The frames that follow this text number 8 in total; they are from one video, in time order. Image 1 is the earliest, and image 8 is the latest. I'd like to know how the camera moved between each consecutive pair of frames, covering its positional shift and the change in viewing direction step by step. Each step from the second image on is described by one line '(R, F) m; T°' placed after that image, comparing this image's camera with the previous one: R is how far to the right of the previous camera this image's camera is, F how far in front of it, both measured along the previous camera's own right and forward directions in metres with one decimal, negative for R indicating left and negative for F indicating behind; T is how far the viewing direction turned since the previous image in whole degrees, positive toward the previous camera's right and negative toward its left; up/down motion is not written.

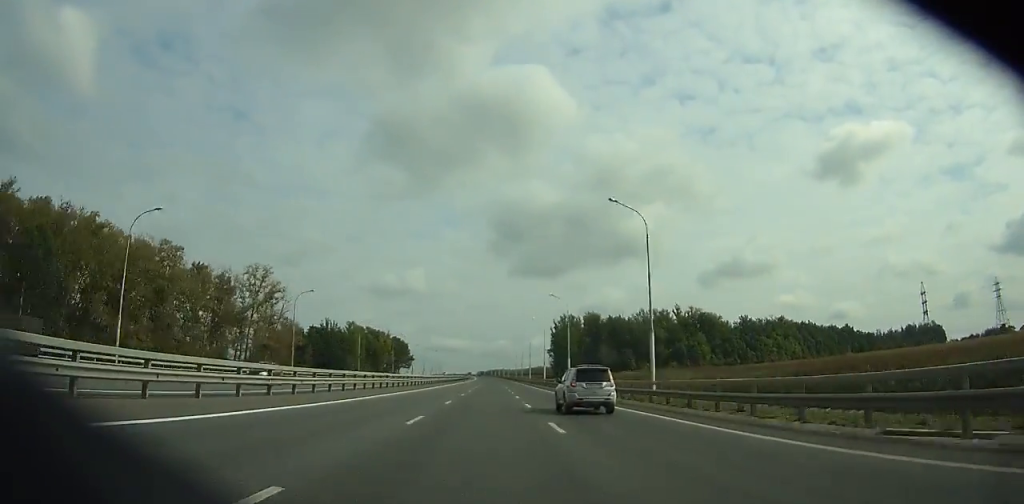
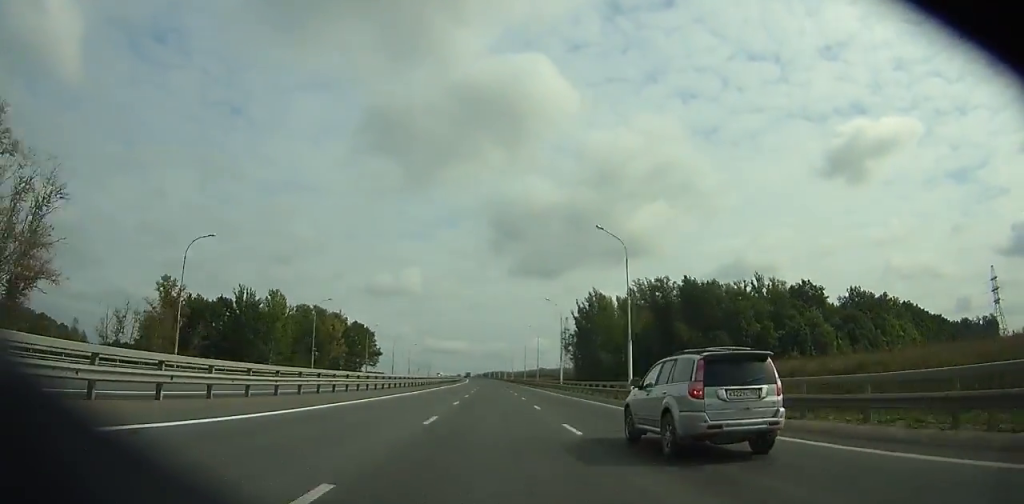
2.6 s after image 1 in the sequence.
(0.0, +71.3) m; 0°
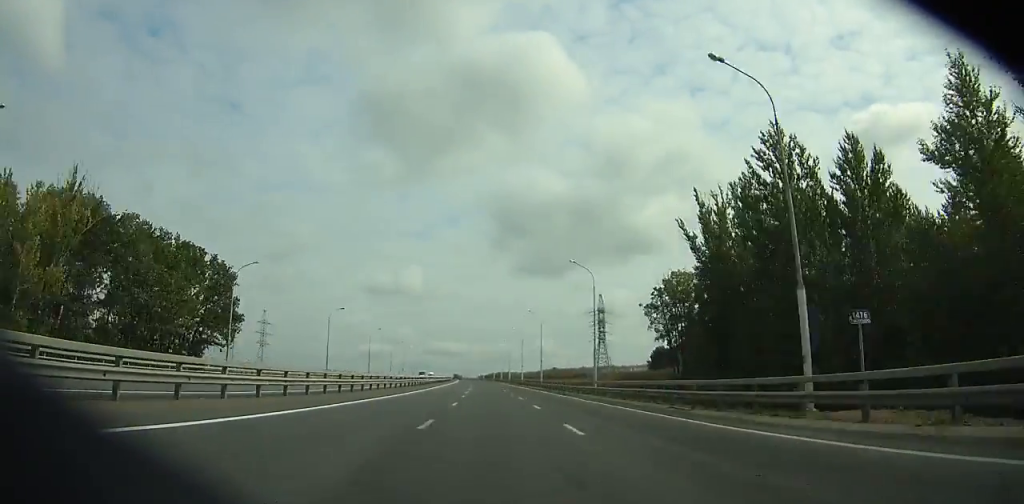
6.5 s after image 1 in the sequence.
(-0.4, +107.1) m; -1°
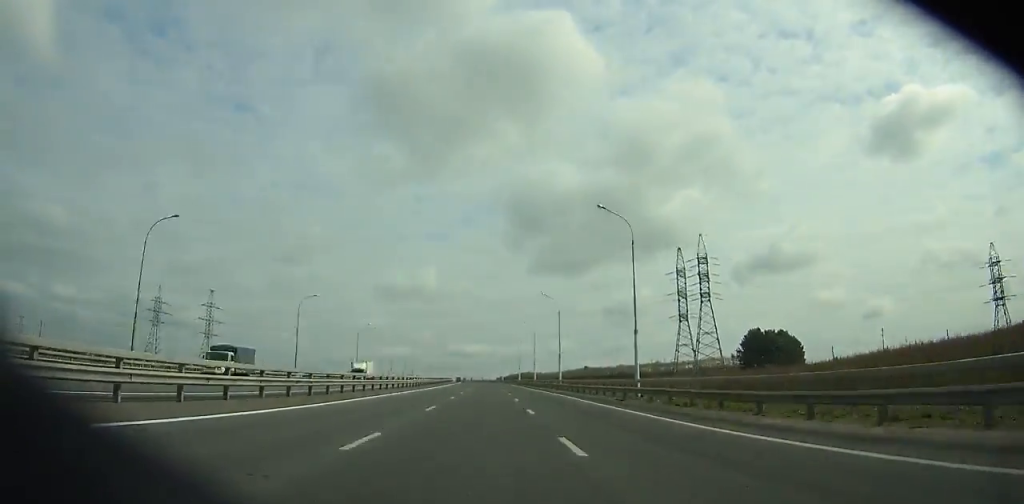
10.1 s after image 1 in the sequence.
(-1.2, +99.1) m; -1°
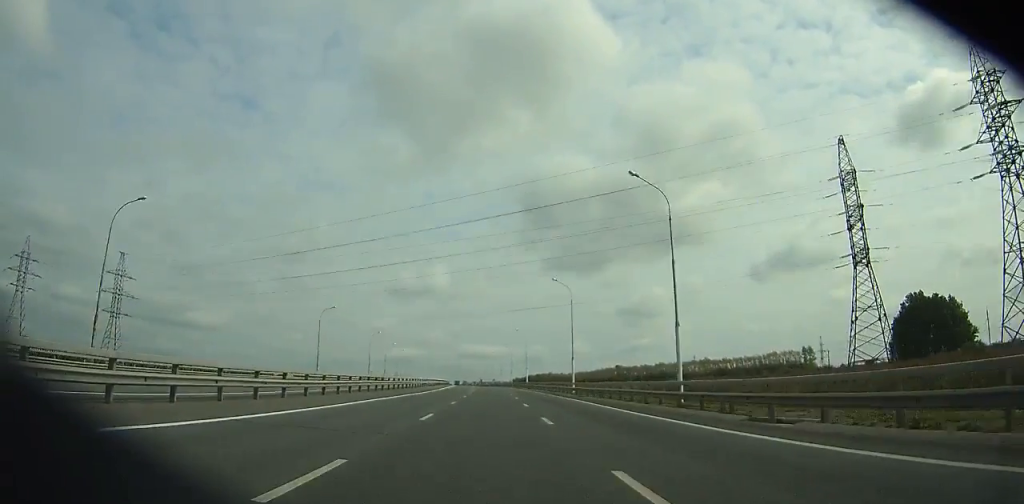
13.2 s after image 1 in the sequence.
(-0.9, +85.7) m; -1°
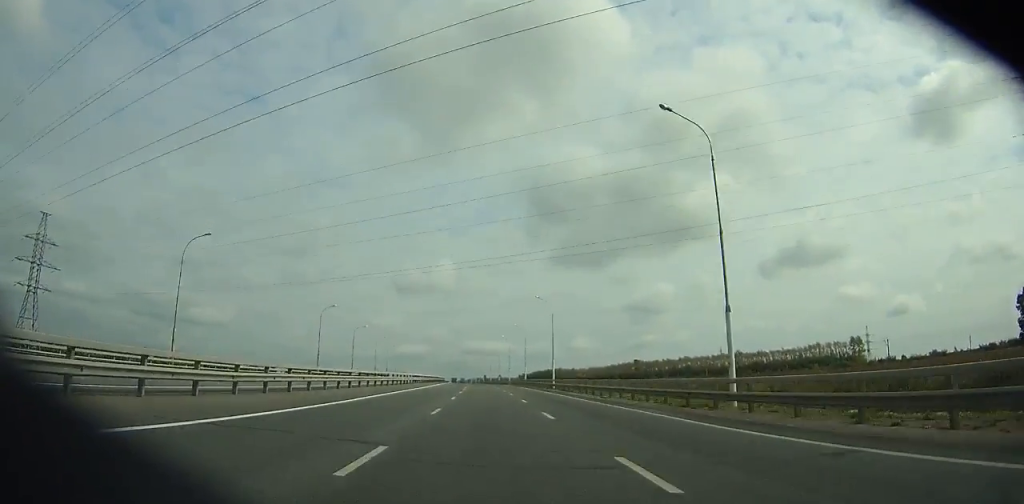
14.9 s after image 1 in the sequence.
(-0.1, +47.0) m; -1°
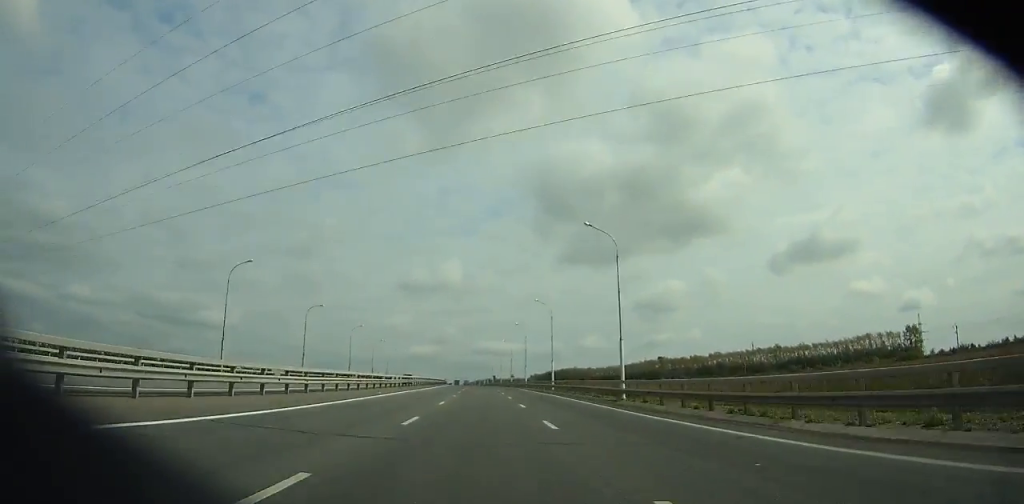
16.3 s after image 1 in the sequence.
(-0.4, +38.7) m; -1°
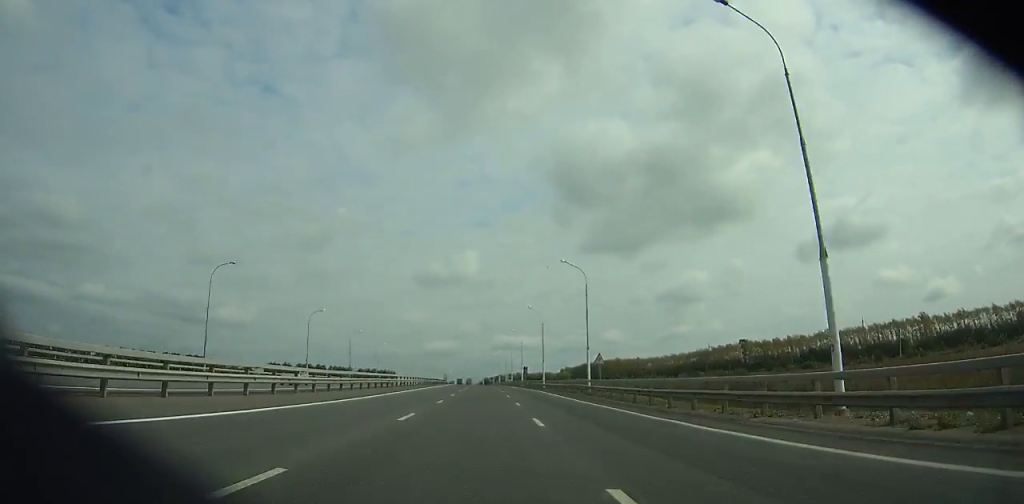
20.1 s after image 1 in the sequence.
(-1.6, +103.7) m; -2°
